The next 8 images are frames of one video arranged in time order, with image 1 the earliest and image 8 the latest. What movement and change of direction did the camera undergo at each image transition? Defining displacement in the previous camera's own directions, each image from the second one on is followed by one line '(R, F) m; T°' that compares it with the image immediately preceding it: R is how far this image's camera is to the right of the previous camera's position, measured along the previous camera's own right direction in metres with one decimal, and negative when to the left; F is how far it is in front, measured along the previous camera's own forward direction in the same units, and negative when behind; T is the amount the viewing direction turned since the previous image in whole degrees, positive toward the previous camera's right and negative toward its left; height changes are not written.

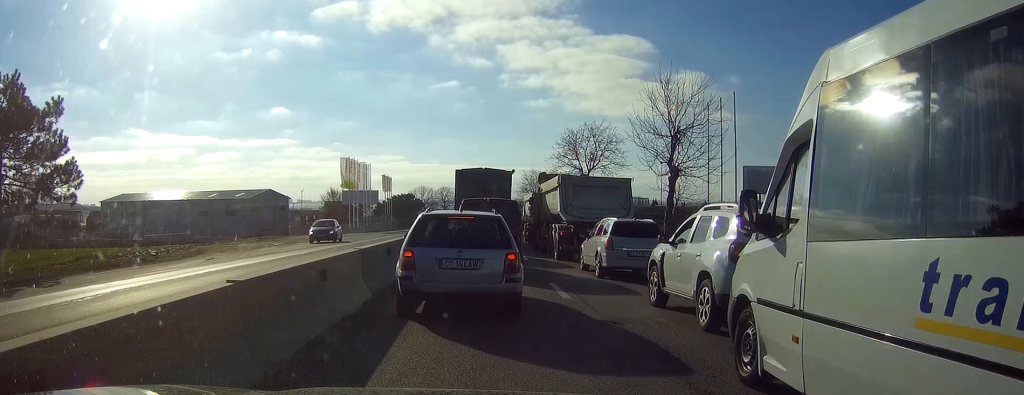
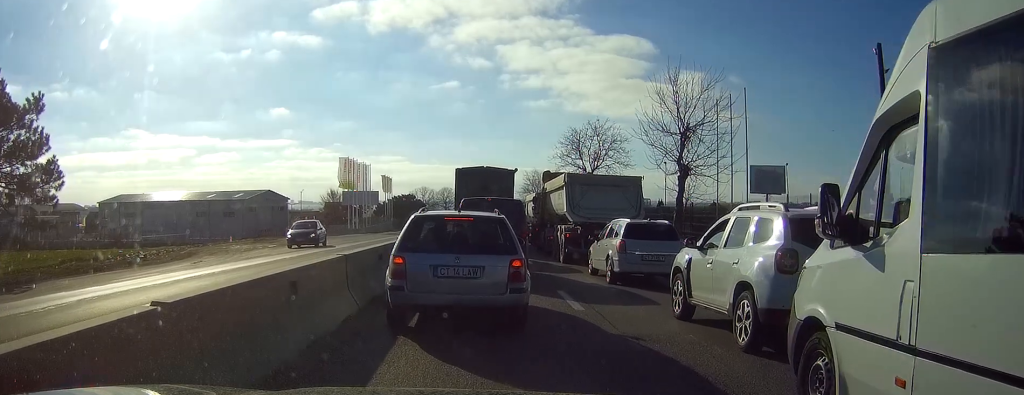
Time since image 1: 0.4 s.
(0.0, +1.2) m; +1°
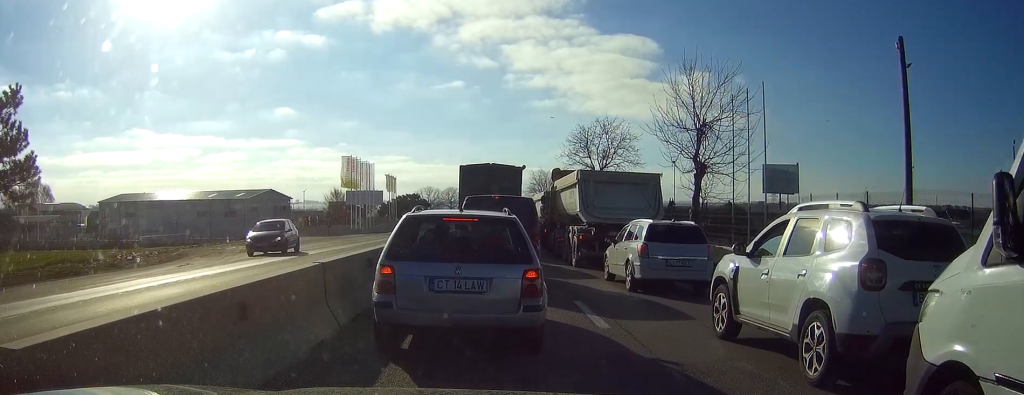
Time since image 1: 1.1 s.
(0.0, +1.5) m; +1°
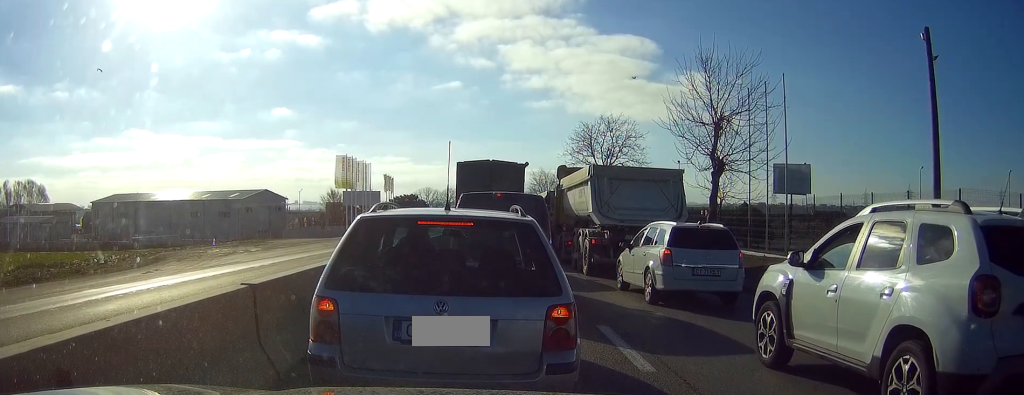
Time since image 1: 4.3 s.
(-0.6, +2.0) m; 0°
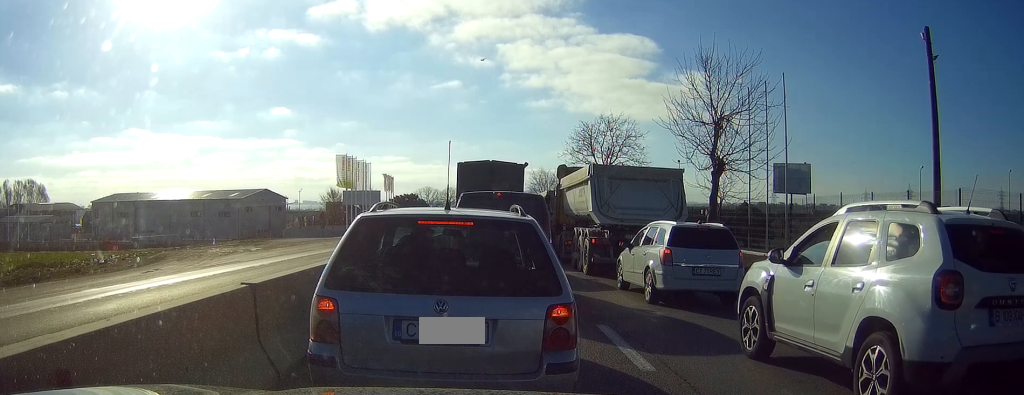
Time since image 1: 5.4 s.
(0.0, 0.0) m; 0°
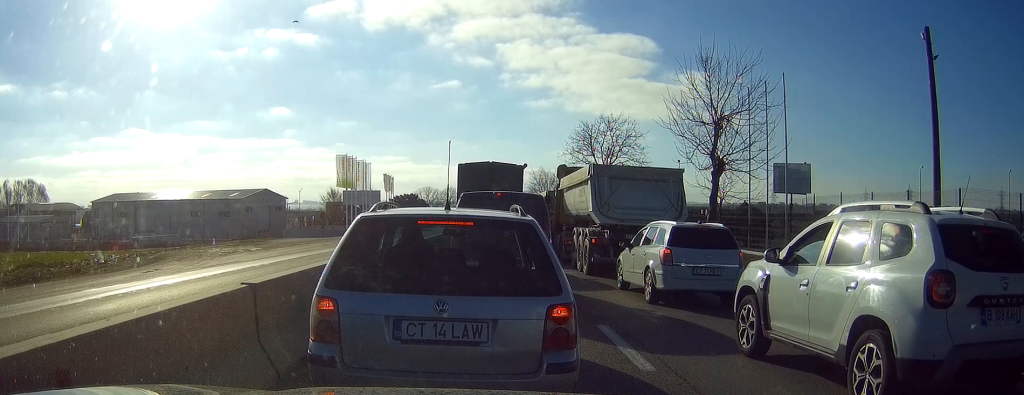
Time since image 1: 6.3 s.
(0.0, 0.0) m; 0°
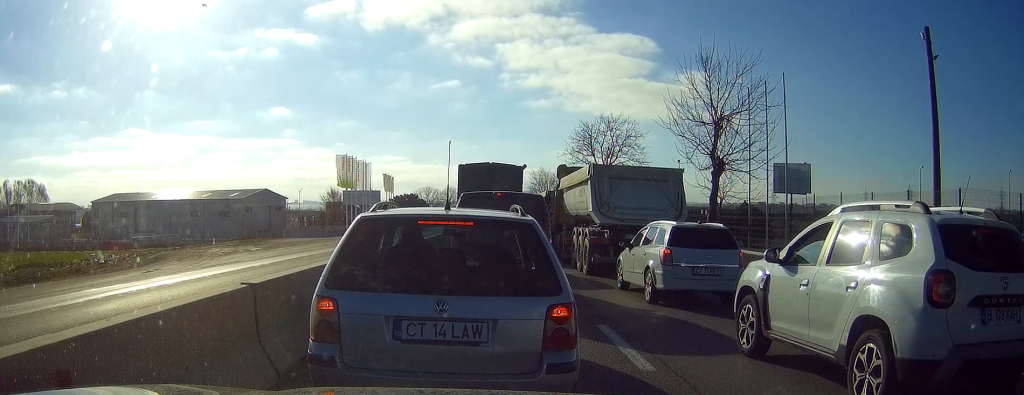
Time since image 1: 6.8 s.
(0.0, 0.0) m; 0°
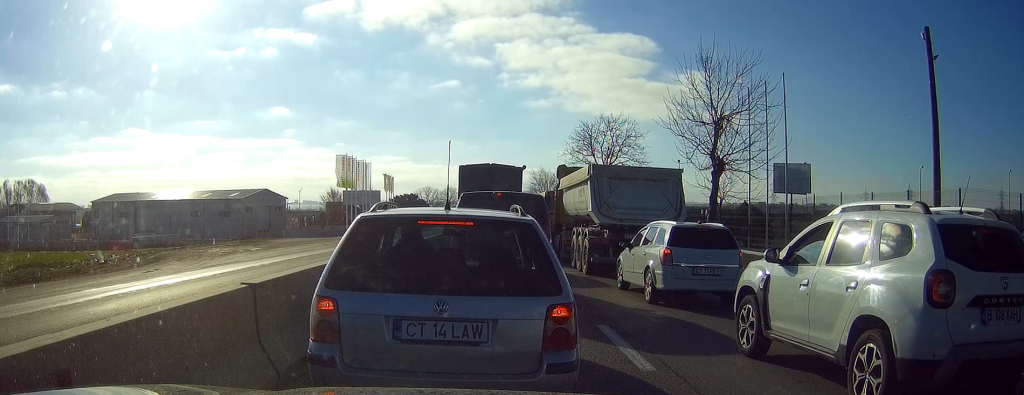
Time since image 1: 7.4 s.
(0.0, 0.0) m; 0°
